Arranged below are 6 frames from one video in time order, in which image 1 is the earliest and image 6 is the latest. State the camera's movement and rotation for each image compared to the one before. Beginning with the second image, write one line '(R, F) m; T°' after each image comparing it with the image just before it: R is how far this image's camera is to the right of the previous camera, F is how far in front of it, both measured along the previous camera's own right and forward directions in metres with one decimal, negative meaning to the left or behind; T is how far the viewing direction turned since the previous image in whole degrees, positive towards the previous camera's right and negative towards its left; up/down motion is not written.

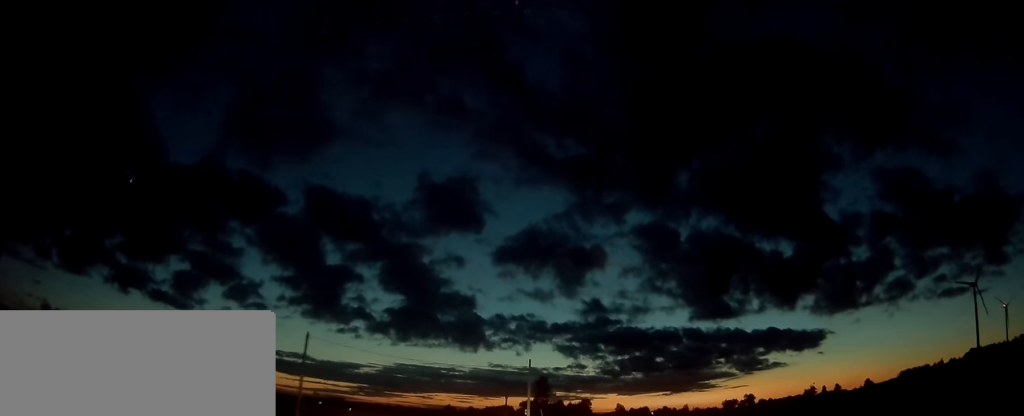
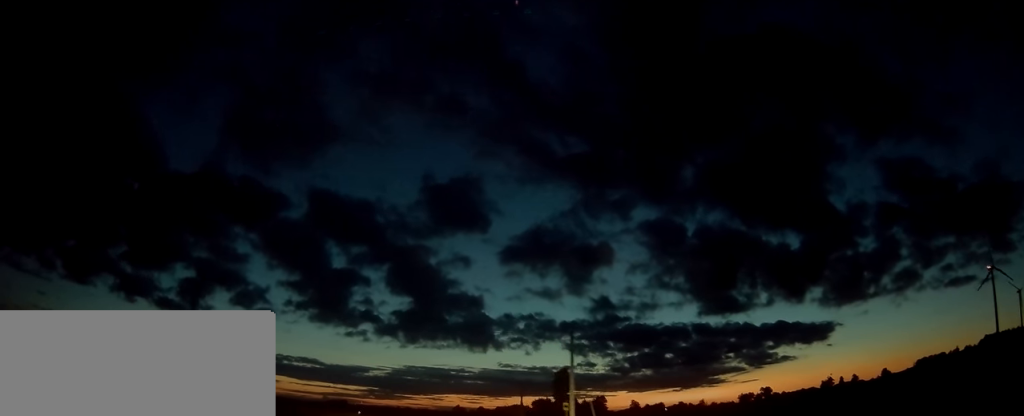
(+0.3, +18.3) m; +1°
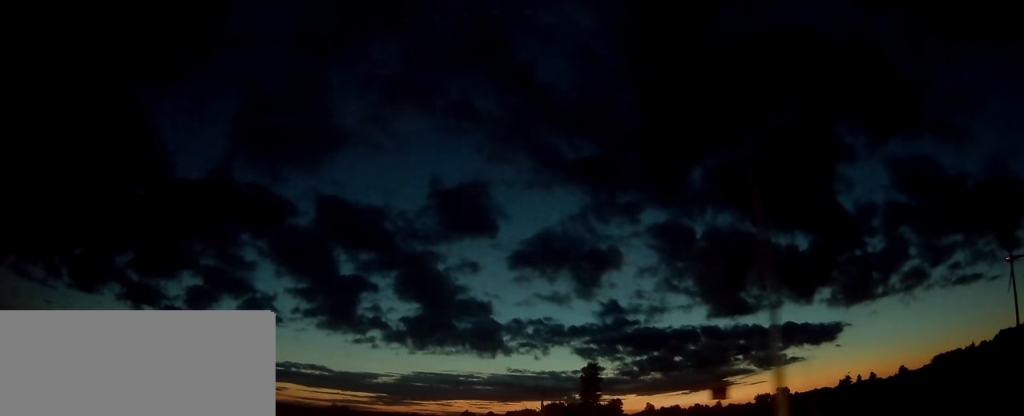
(-0.3, +21.2) m; -1°
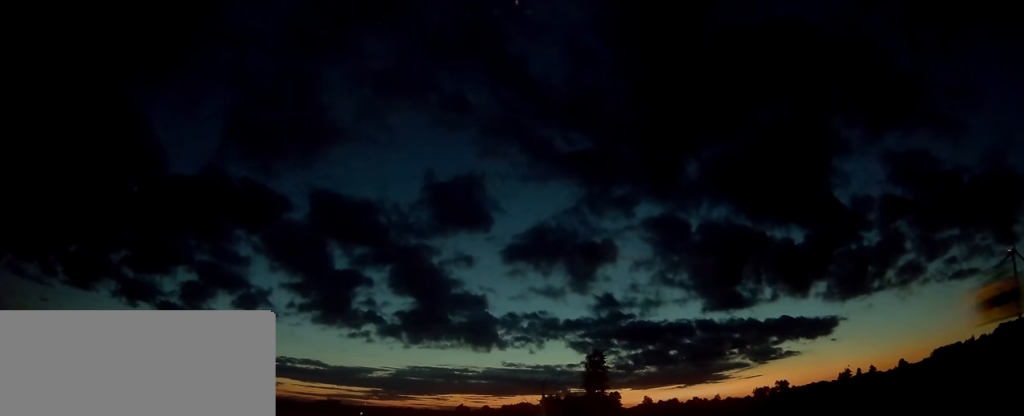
(0.0, +9.0) m; 0°
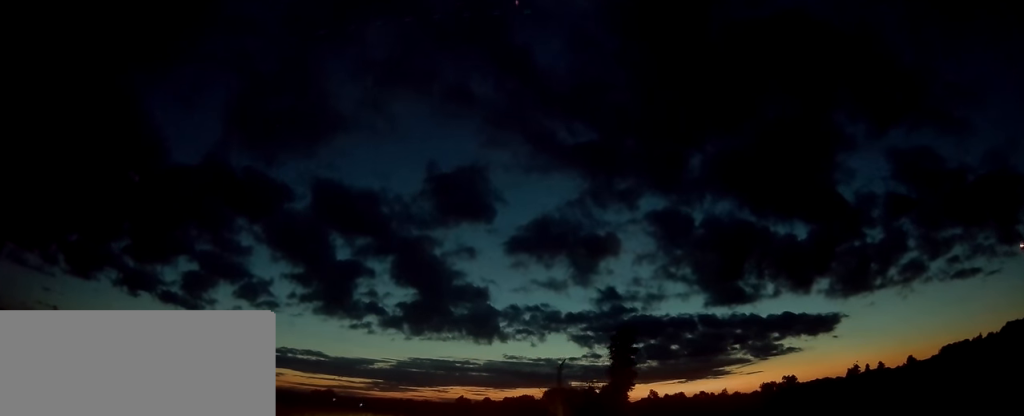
(0.0, +15.8) m; 0°
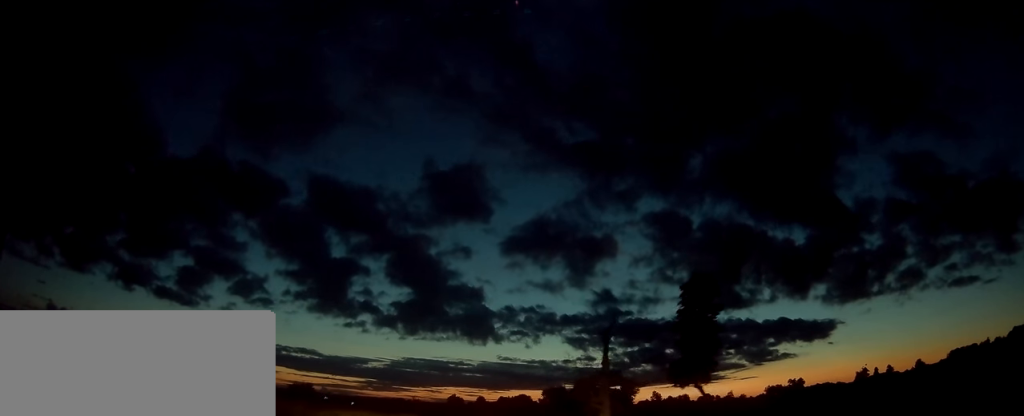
(0.0, +28.1) m; 0°
